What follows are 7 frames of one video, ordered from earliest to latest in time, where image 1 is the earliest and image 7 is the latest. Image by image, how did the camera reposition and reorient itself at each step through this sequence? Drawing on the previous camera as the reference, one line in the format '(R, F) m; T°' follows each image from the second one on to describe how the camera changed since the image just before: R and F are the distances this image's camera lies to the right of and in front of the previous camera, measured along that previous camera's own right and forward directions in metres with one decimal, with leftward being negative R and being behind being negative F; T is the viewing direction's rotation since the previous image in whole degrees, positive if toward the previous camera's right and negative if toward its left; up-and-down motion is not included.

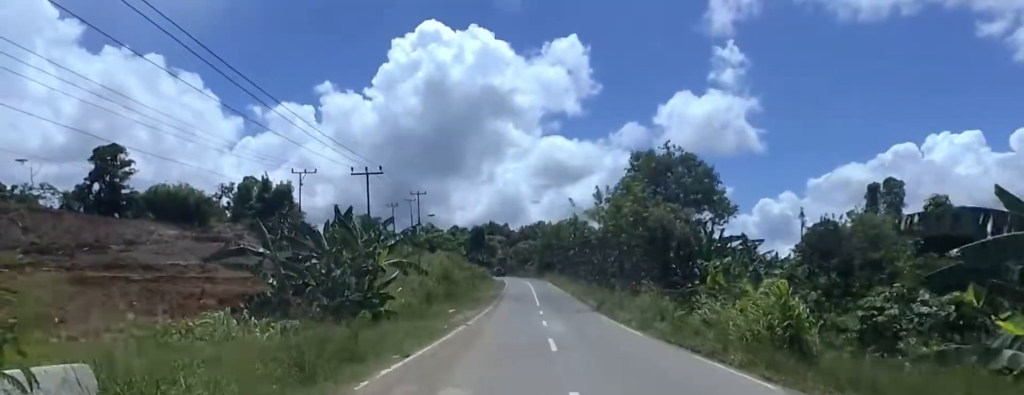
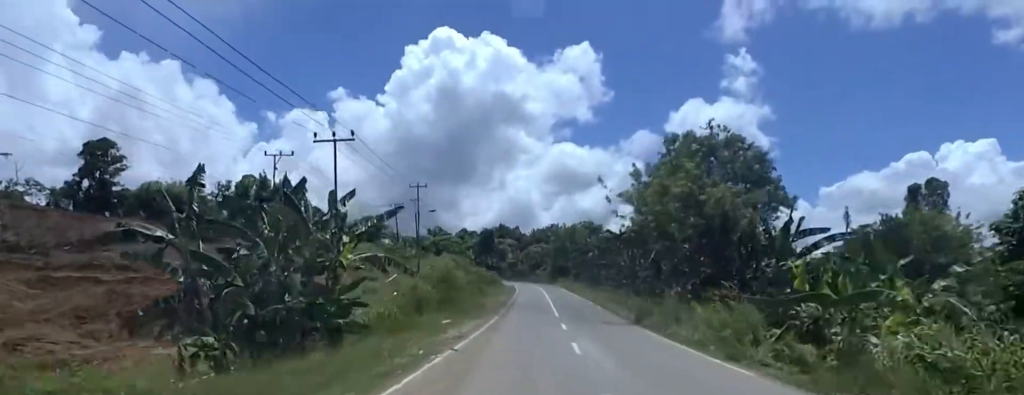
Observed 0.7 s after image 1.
(-0.2, +8.3) m; 0°
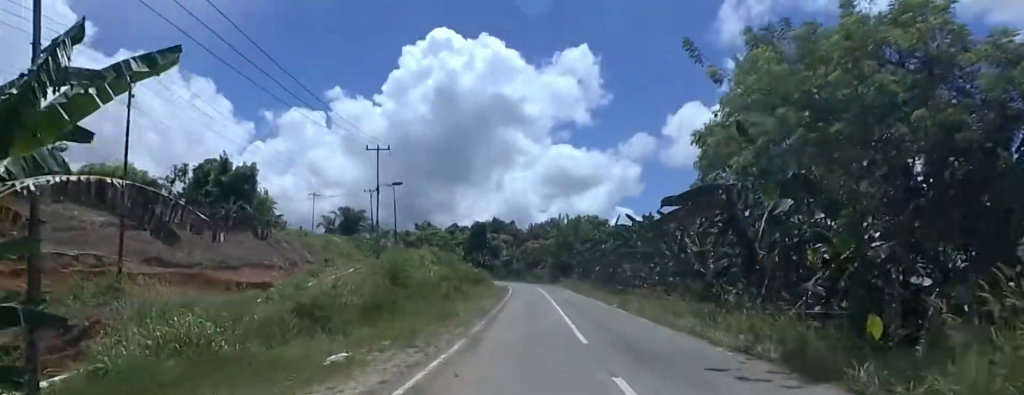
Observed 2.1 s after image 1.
(+0.3, +15.5) m; -3°
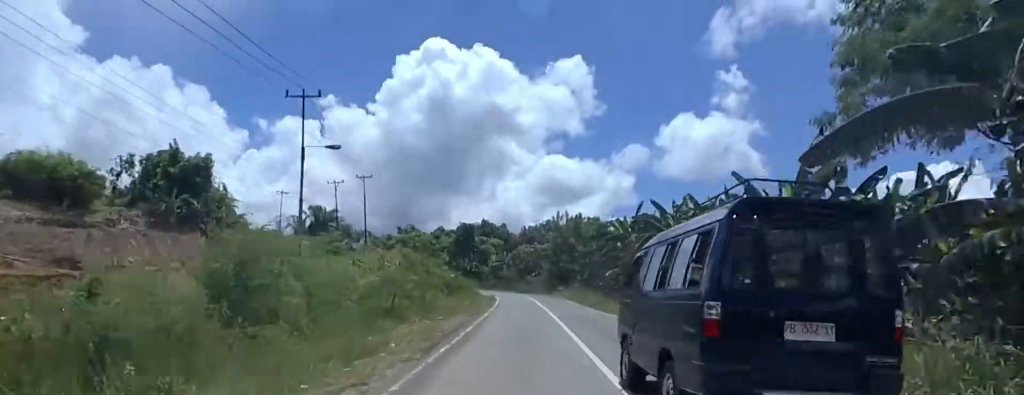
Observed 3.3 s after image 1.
(-1.1, +13.2) m; +1°
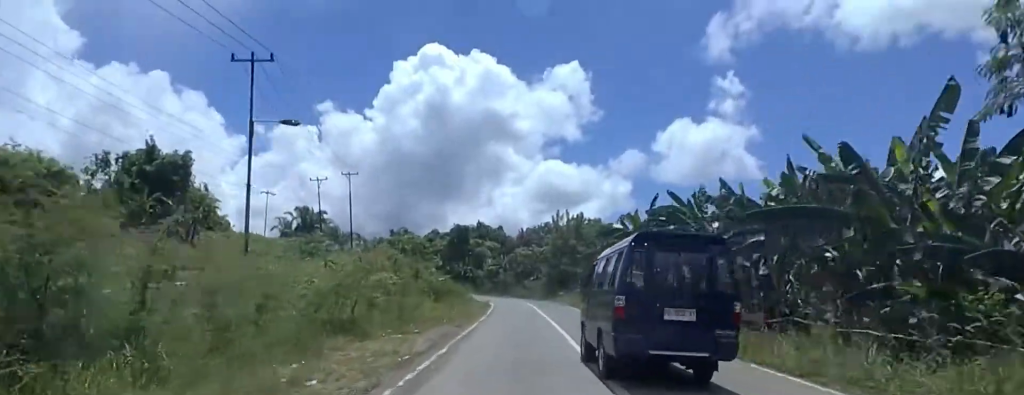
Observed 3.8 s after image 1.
(+0.6, +5.3) m; +4°
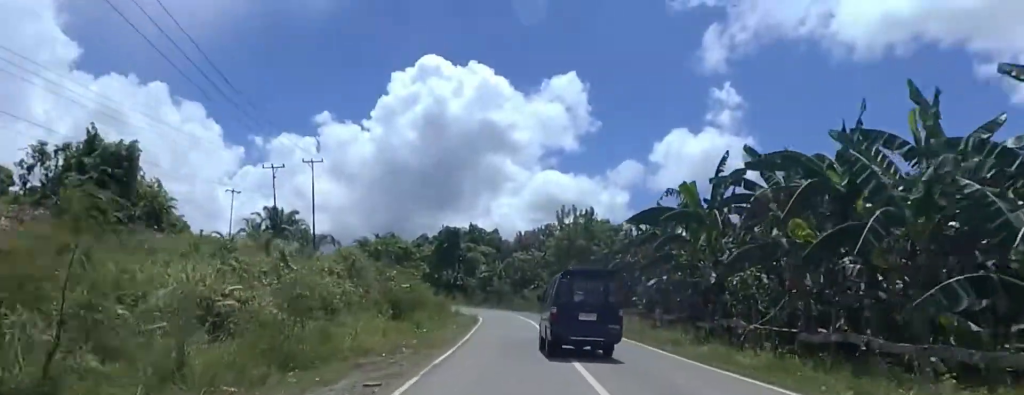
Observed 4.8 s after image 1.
(+0.9, +12.4) m; +1°
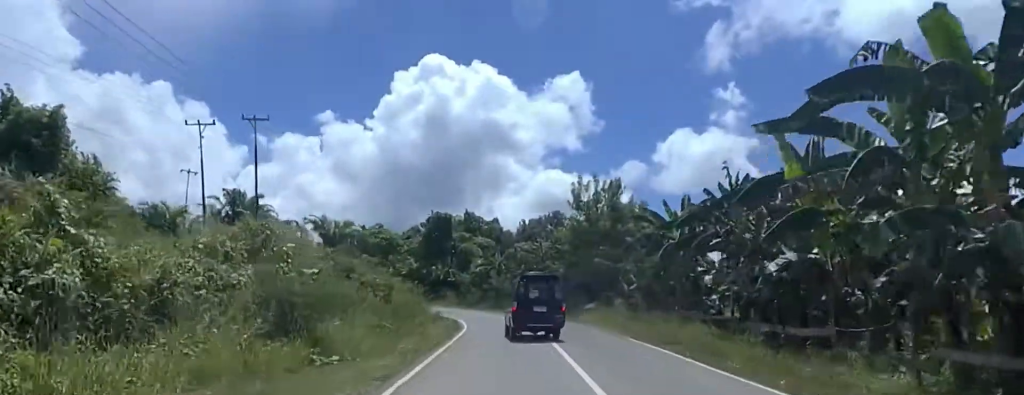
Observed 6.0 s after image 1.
(-0.9, +14.2) m; -6°
